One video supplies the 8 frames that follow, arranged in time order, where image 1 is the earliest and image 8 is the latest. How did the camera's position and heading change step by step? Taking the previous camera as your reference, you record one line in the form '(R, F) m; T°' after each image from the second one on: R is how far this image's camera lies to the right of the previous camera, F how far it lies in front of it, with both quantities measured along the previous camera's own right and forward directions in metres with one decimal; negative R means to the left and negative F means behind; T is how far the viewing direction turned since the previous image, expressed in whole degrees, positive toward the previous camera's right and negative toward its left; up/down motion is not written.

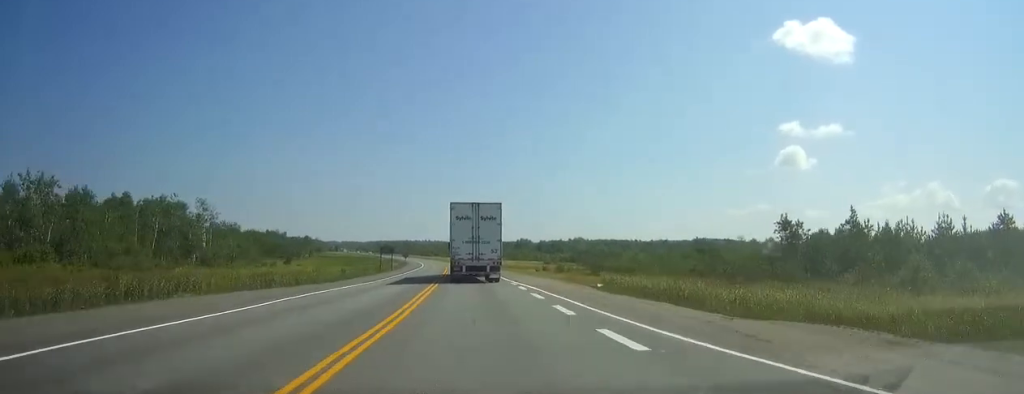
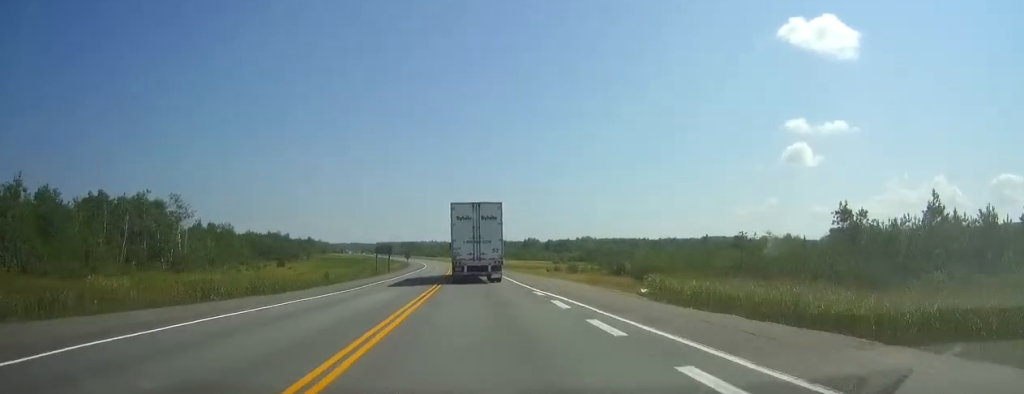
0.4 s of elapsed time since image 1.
(0.0, +11.0) m; 0°
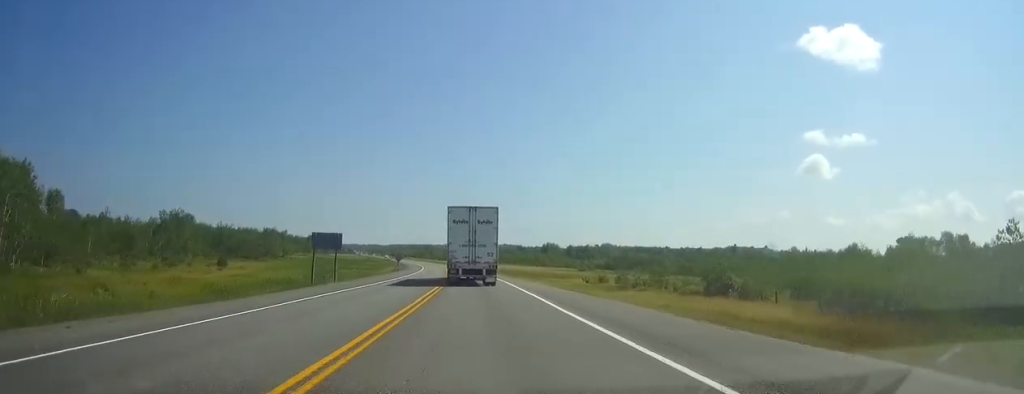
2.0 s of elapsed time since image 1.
(-0.8, +43.7) m; -2°
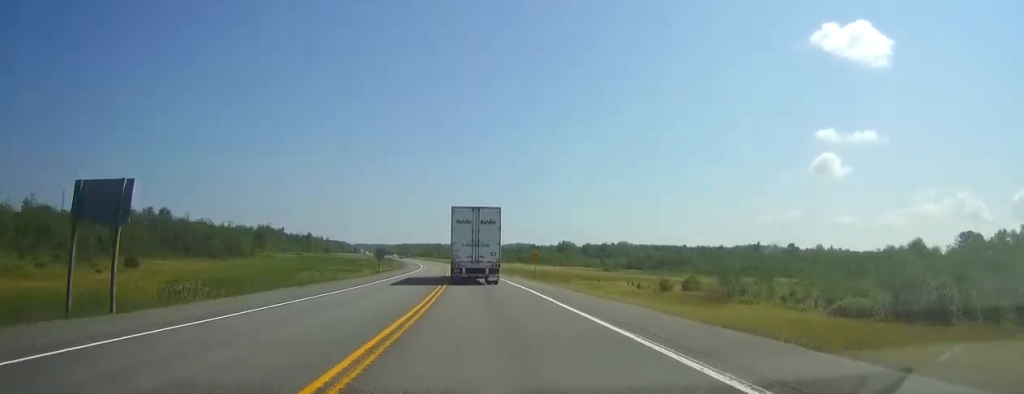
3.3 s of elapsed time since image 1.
(-0.4, +34.5) m; -1°
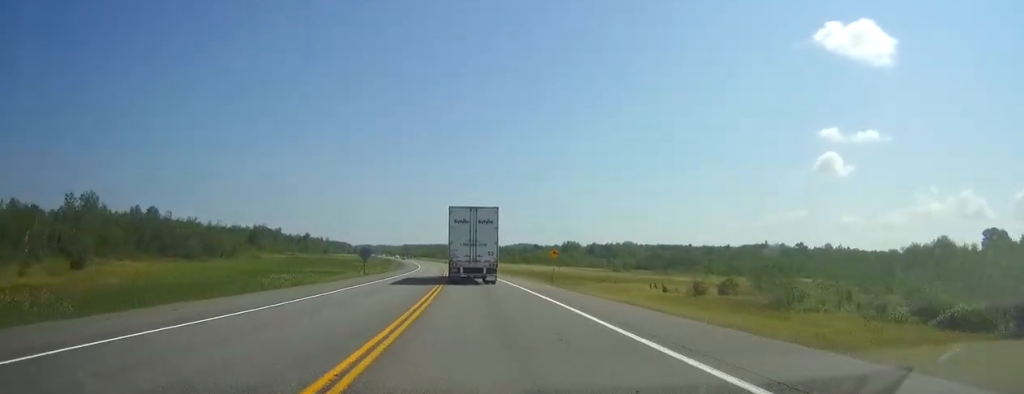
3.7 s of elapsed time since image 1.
(0.0, +12.8) m; 0°
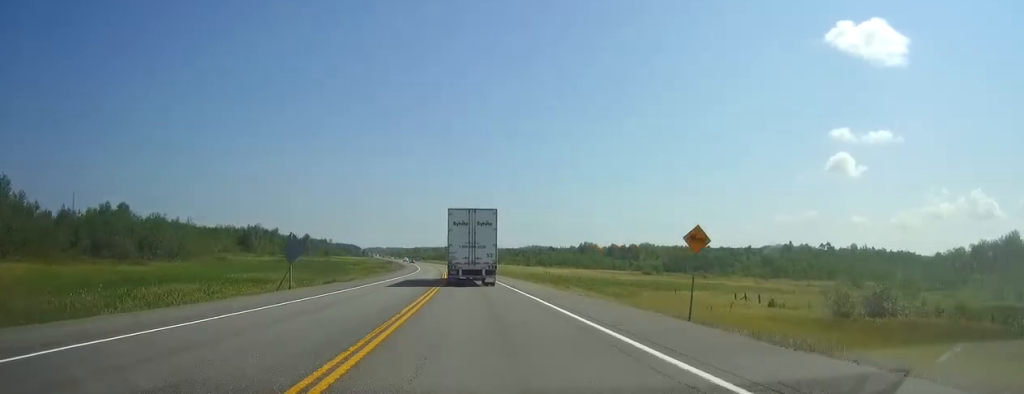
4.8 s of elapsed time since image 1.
(-0.3, +30.2) m; -1°
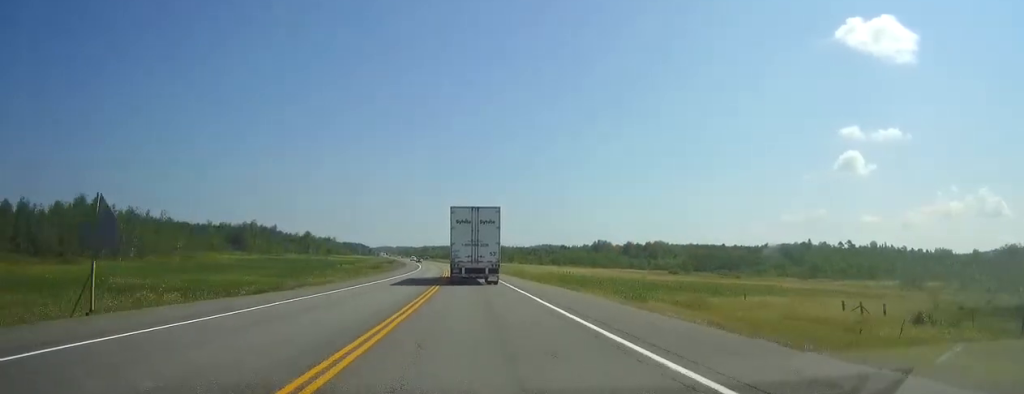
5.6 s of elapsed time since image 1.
(-0.1, +21.1) m; 0°
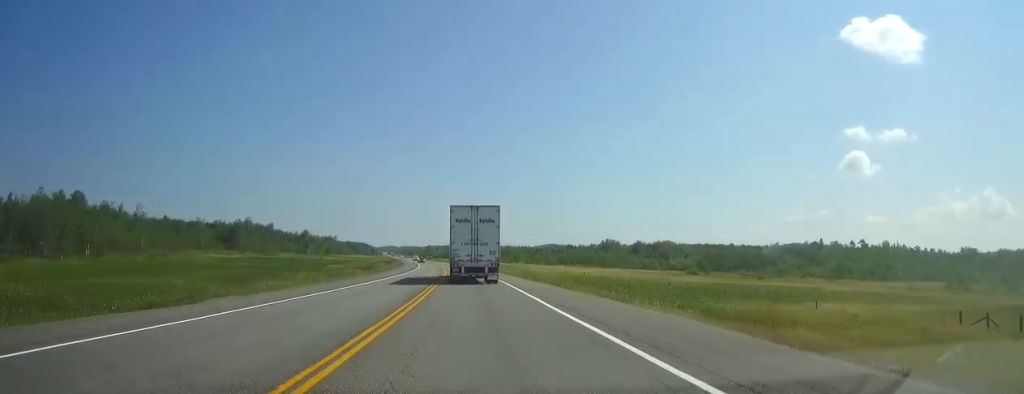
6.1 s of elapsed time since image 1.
(0.0, +14.7) m; 0°
